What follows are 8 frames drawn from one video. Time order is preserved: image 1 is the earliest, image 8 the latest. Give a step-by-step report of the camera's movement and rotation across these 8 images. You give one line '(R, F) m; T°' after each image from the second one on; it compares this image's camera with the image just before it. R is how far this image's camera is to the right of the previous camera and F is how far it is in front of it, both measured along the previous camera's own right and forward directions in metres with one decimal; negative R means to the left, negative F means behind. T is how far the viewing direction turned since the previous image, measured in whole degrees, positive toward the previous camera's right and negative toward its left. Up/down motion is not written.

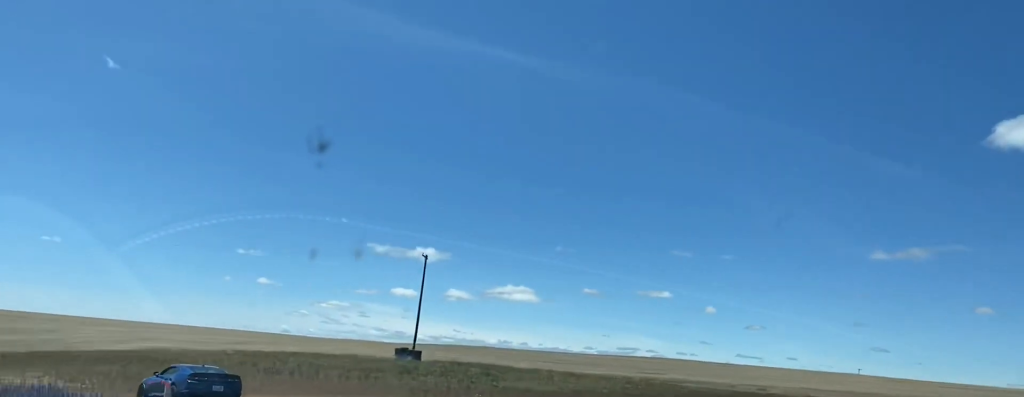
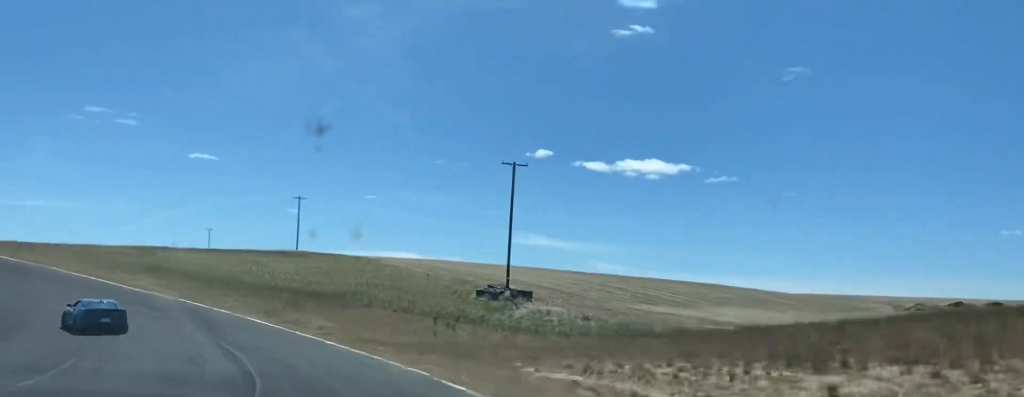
(-33.4, +50.0) m; -64°
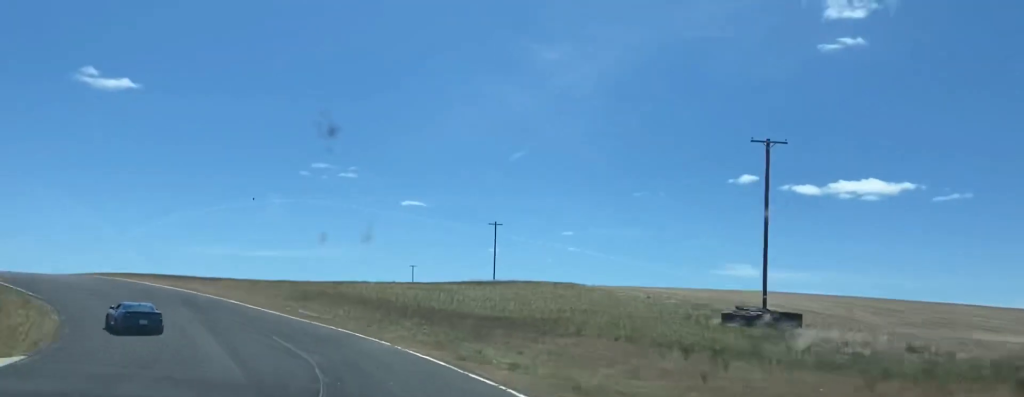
(-1.2, +15.1) m; -14°
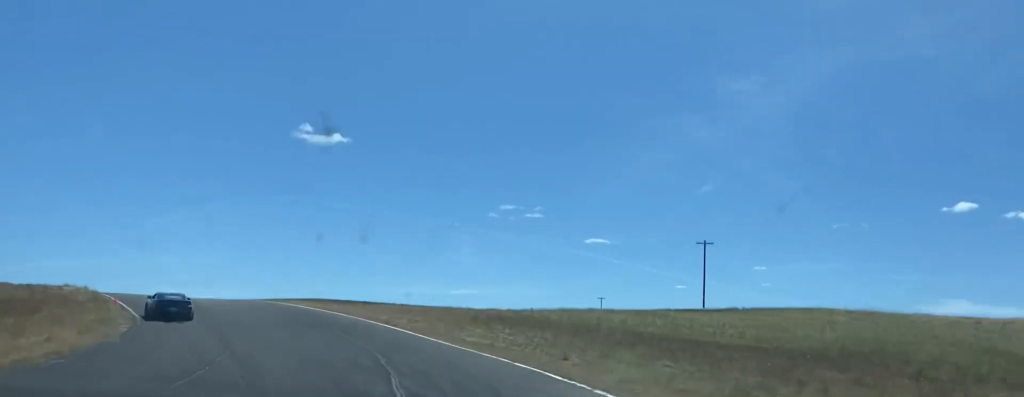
(-3.1, +17.6) m; -13°
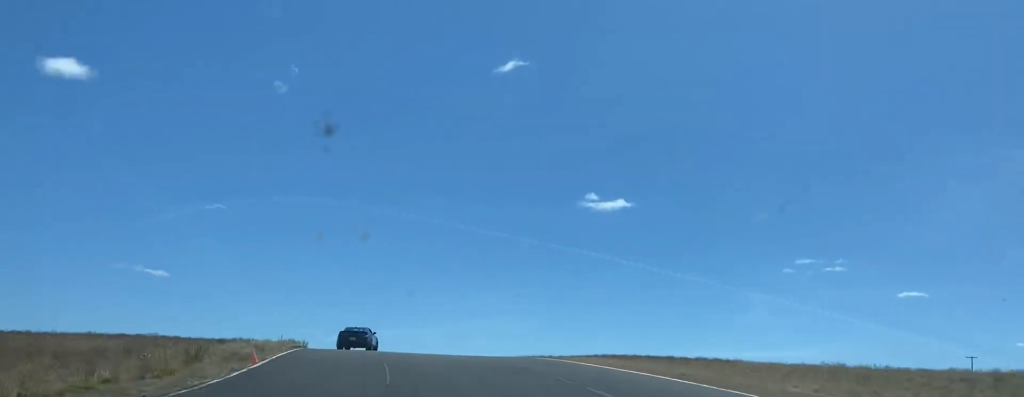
(-4.7, +28.2) m; -15°
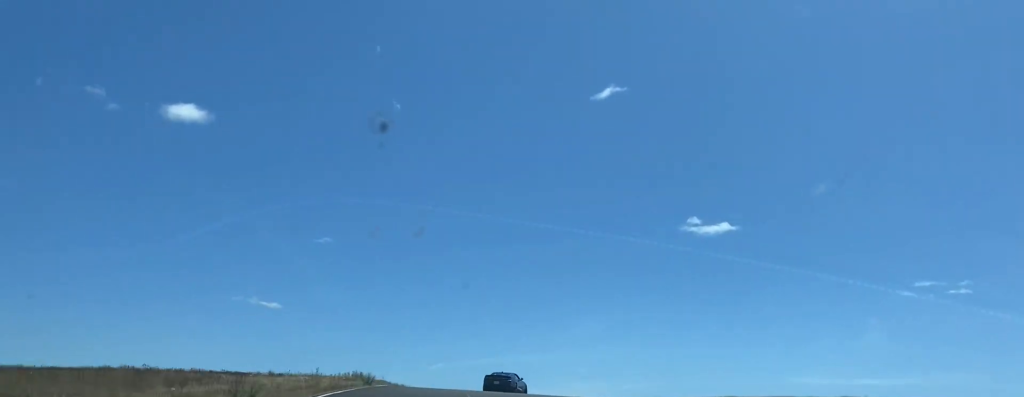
(-0.6, +16.3) m; -6°
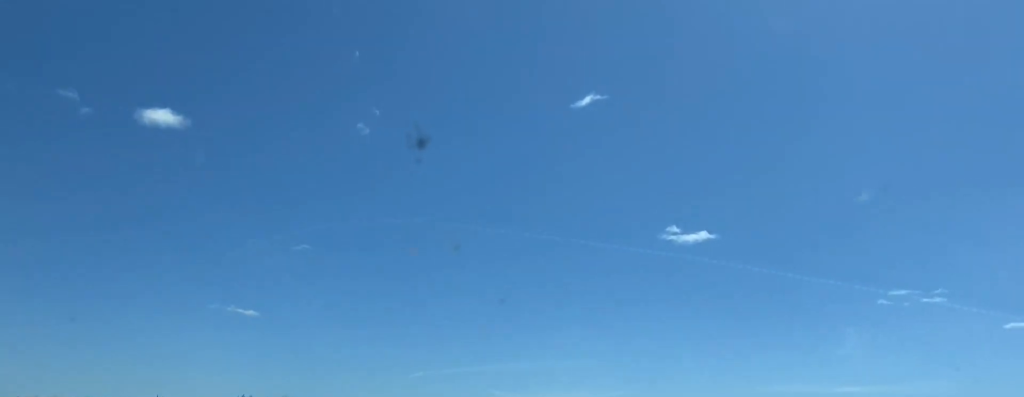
(-1.2, +18.0) m; +2°
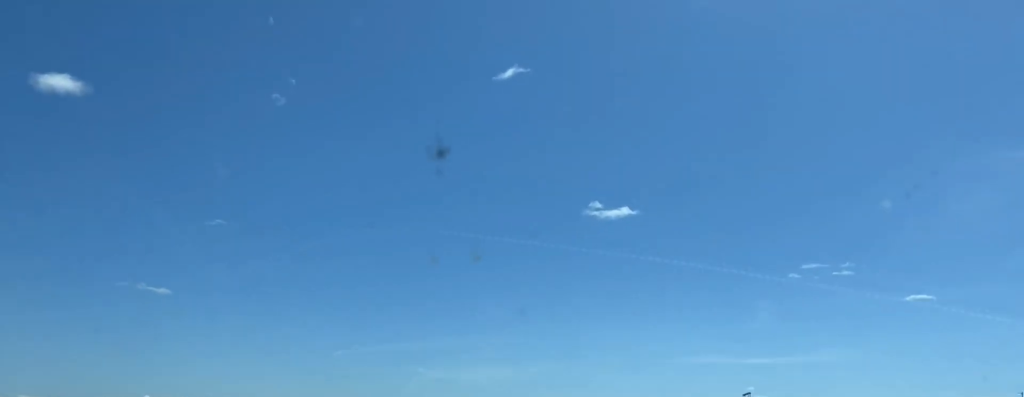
(-1.3, +16.0) m; +3°
